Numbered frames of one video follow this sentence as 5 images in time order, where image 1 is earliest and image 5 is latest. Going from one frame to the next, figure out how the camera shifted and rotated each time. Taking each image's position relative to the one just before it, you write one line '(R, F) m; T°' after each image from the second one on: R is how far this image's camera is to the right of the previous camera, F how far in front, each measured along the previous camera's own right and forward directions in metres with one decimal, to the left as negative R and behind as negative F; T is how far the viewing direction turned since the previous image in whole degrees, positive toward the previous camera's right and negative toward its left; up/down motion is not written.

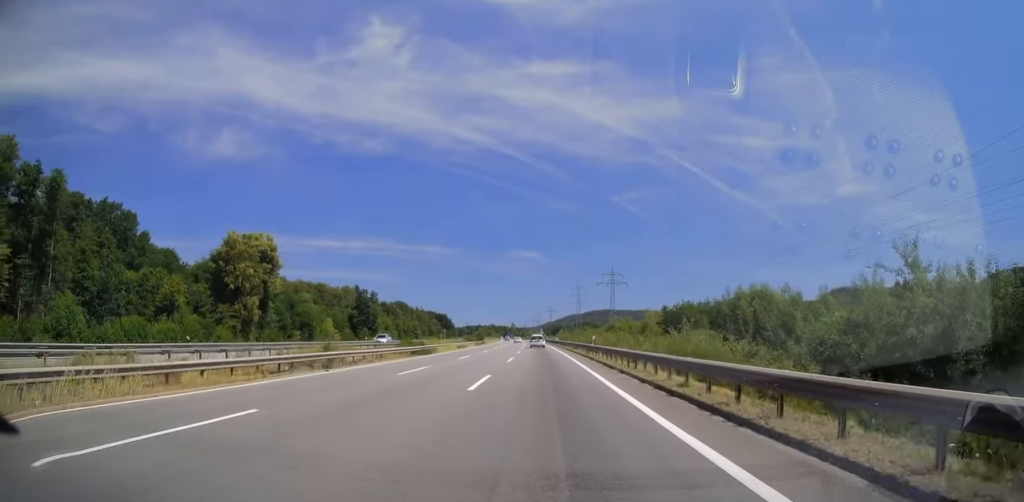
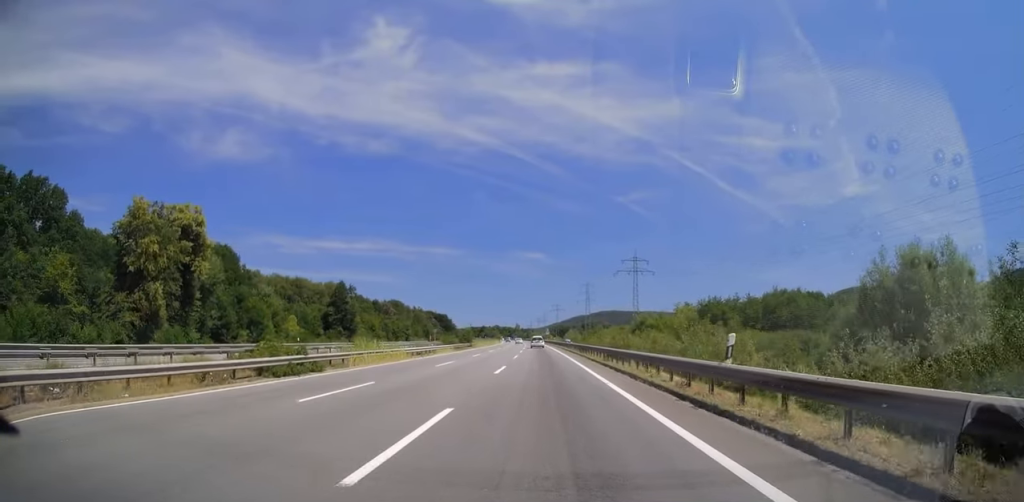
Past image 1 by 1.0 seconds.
(-0.4, +28.2) m; -1°
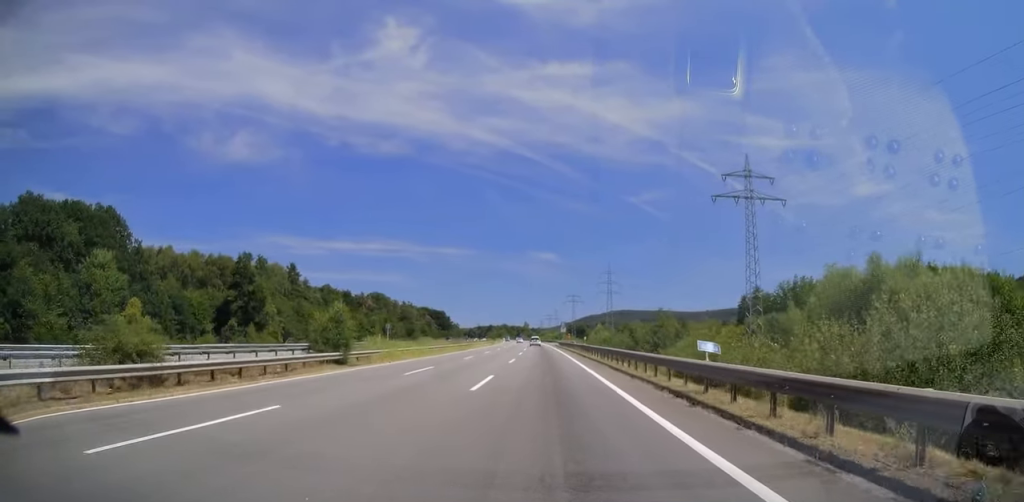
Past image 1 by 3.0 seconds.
(-0.2, +61.7) m; -1°
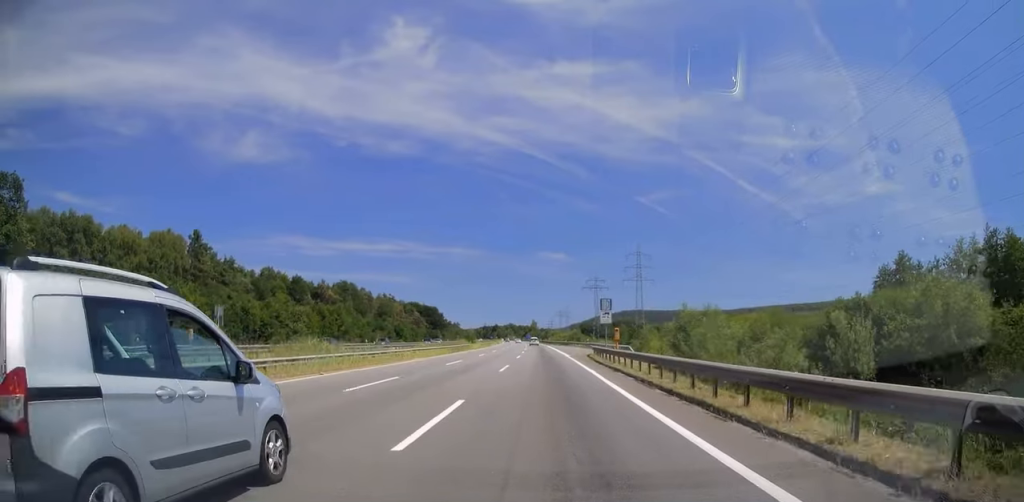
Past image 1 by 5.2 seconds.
(-0.8, +62.7) m; -1°
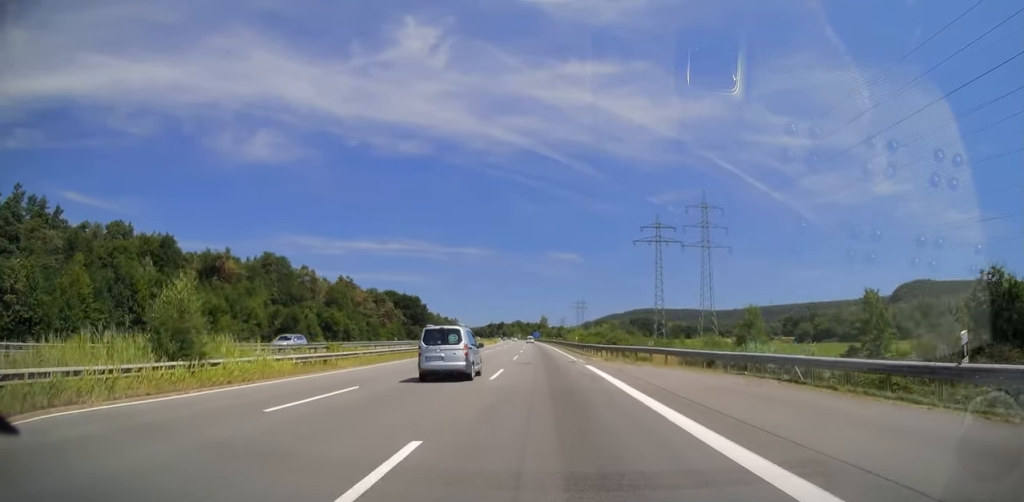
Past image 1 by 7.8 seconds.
(-1.4, +77.9) m; -2°
